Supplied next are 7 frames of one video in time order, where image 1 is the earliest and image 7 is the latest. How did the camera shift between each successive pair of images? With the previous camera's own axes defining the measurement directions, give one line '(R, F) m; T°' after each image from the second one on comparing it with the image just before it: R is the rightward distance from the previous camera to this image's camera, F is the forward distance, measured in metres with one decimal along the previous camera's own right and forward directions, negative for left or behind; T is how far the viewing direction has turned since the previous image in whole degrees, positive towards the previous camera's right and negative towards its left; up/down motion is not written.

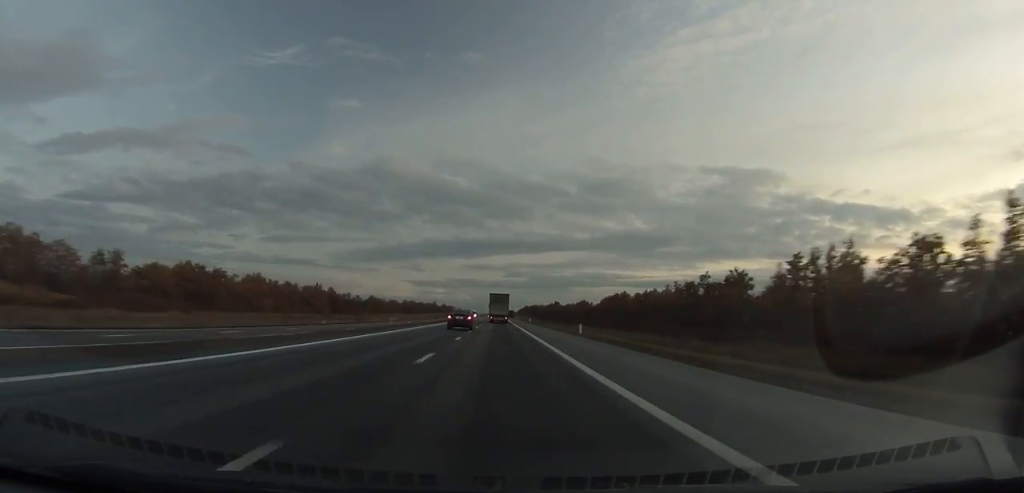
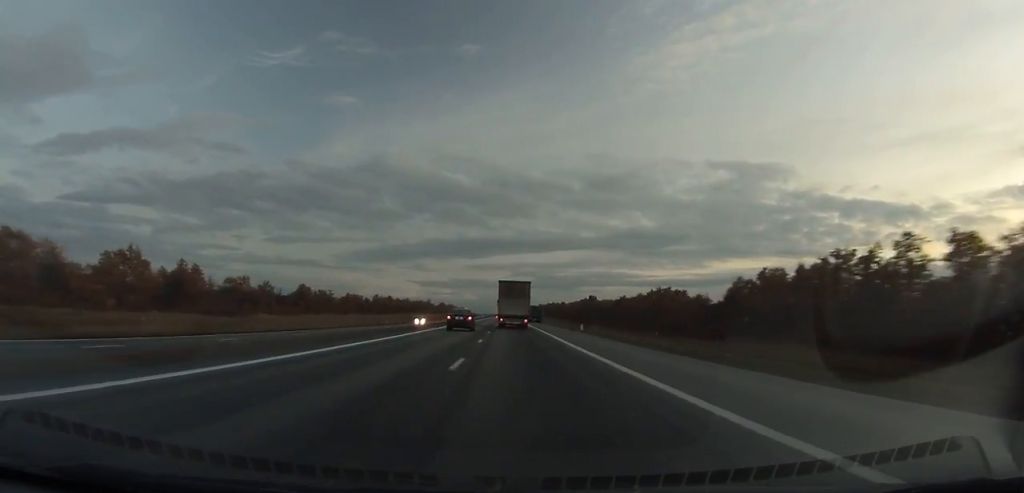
(-0.1, +128.0) m; 0°
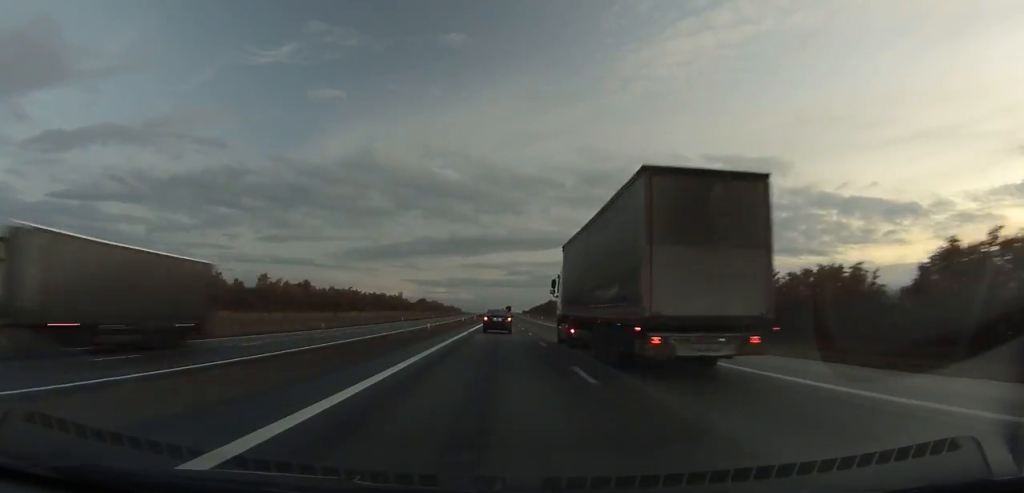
(-0.6, +148.1) m; 0°
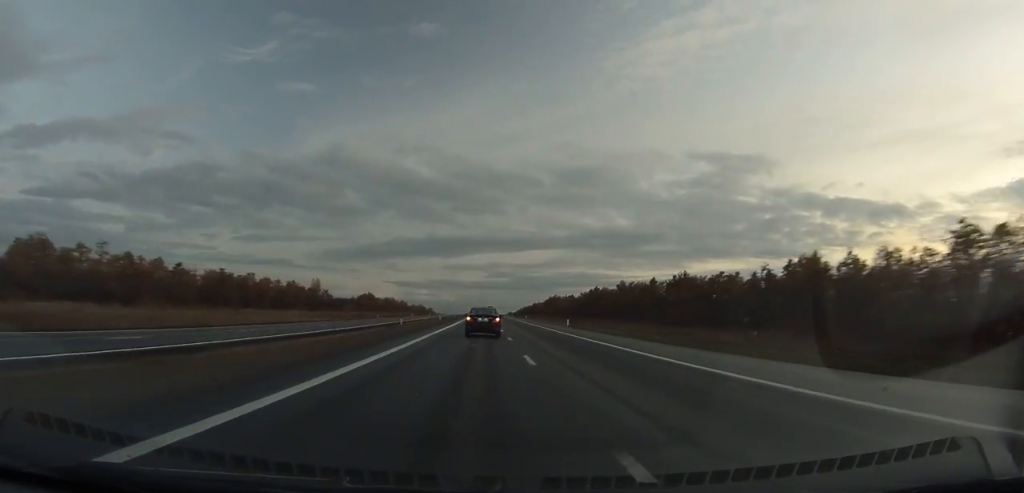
(+1.2, +152.6) m; +1°
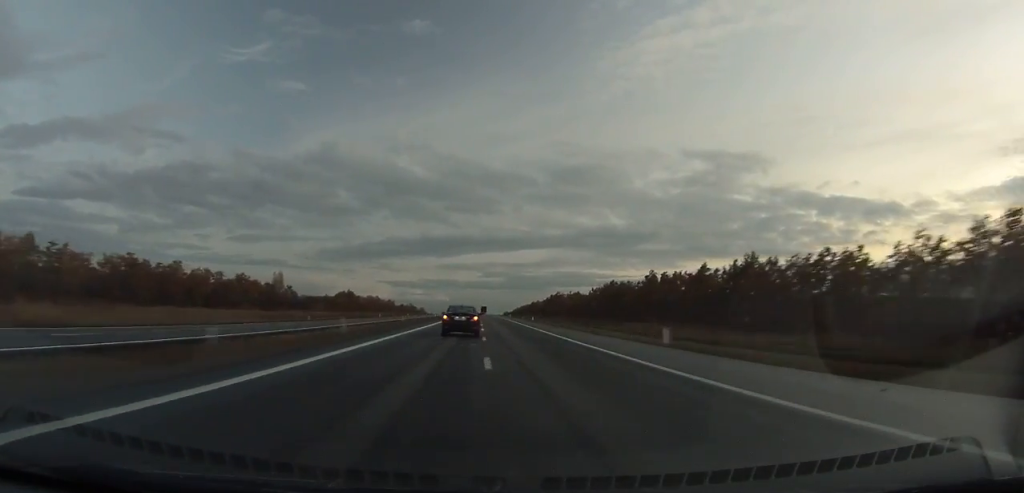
(+0.2, +36.9) m; 0°
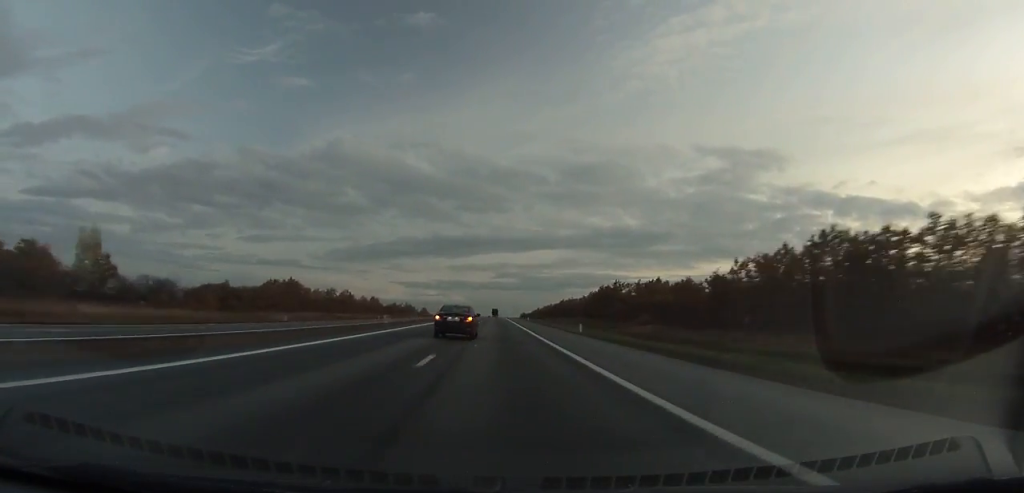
(+0.3, +107.1) m; 0°
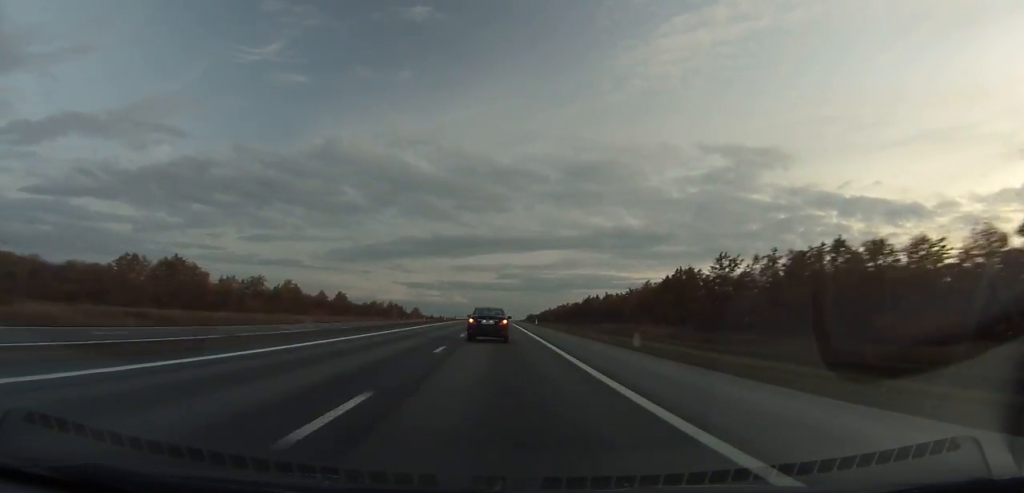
(-0.5, +81.2) m; 0°
